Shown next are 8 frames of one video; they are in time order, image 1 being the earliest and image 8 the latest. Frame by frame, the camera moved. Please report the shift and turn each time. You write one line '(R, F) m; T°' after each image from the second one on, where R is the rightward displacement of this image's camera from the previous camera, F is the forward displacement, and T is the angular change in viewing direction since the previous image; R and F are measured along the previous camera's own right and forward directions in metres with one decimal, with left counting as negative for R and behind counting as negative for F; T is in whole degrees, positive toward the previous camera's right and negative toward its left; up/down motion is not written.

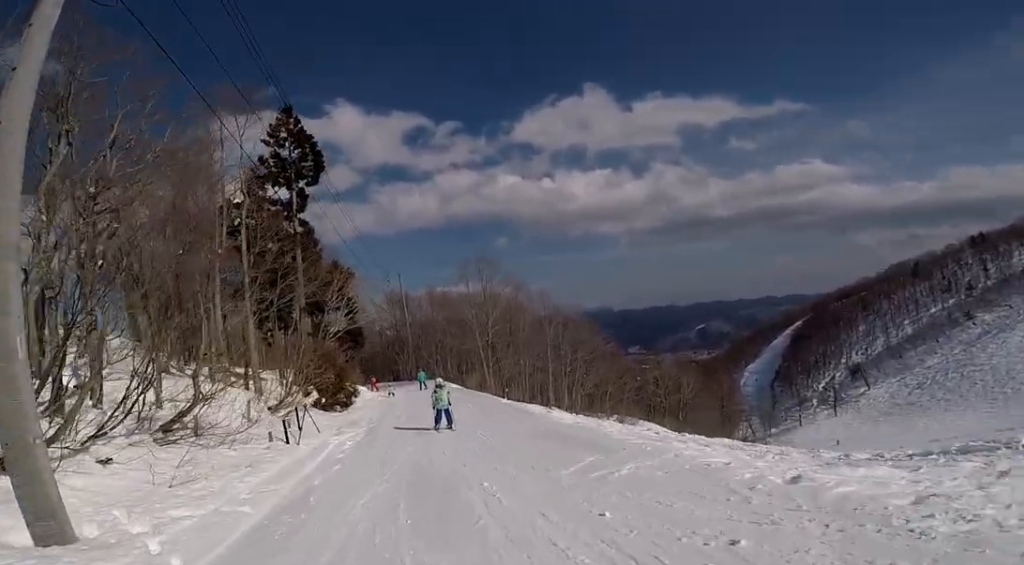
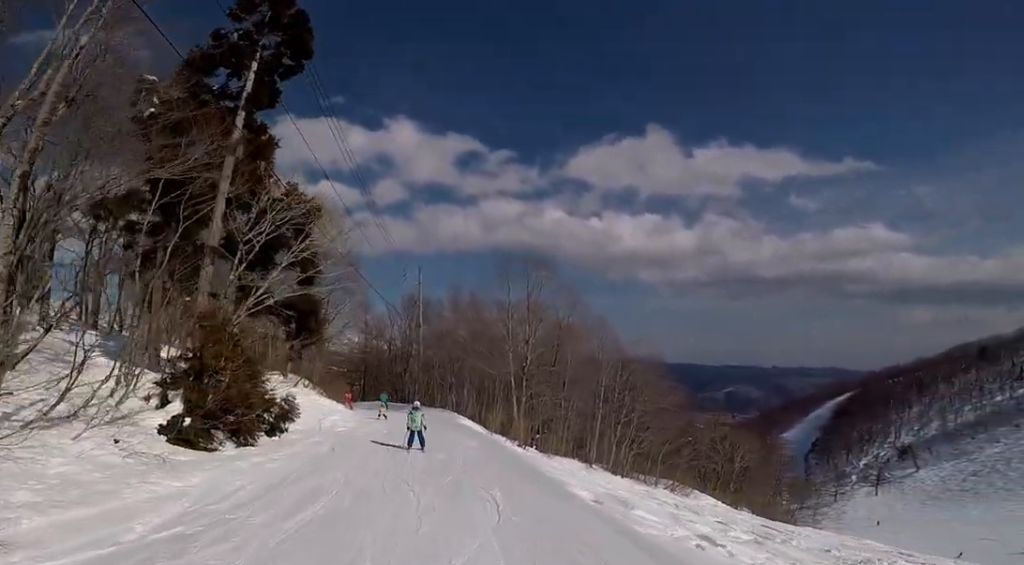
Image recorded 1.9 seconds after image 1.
(0.0, +10.7) m; 0°
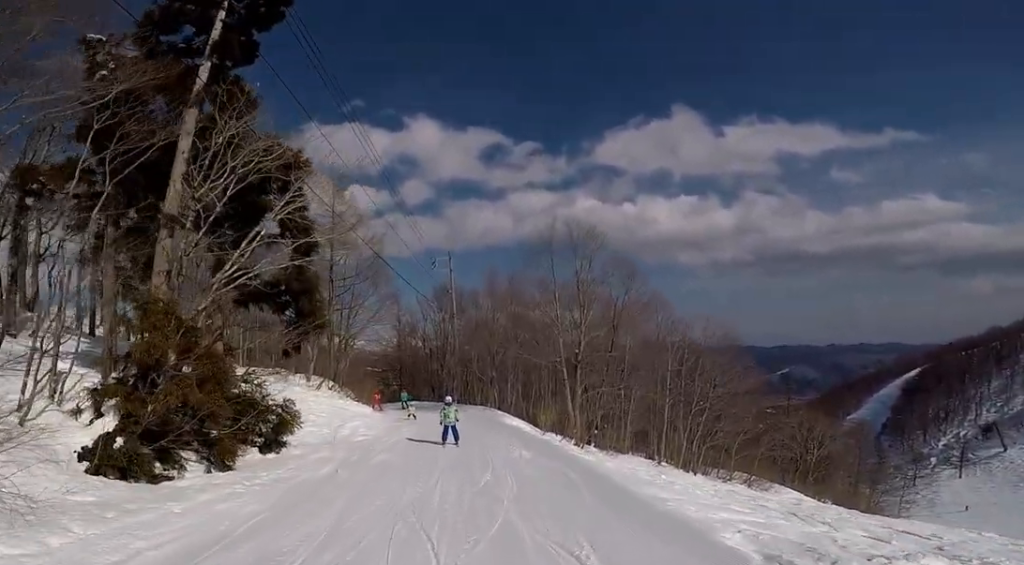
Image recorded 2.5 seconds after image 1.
(0.0, +3.3) m; 0°
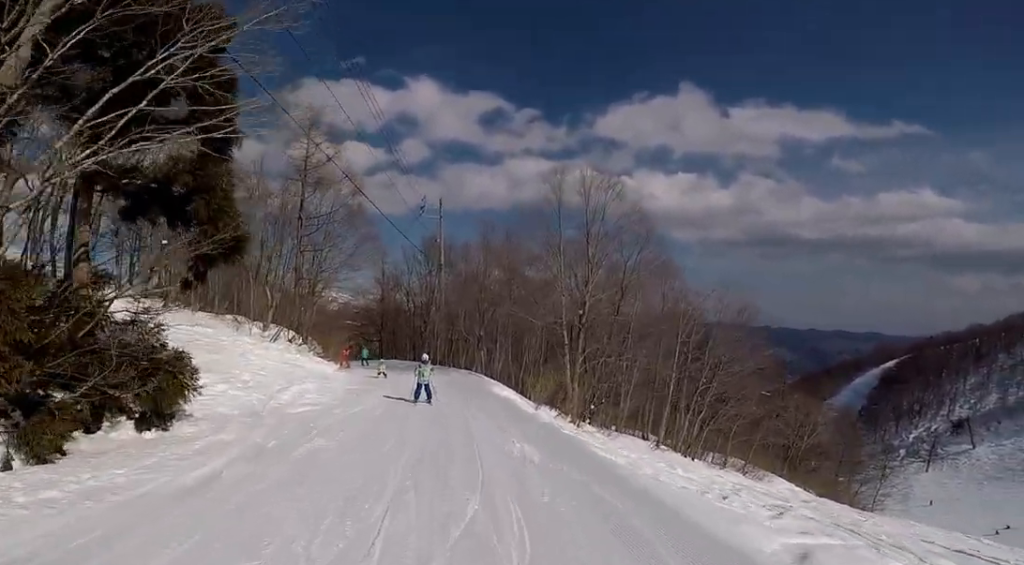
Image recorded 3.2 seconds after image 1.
(0.0, +3.5) m; -1°
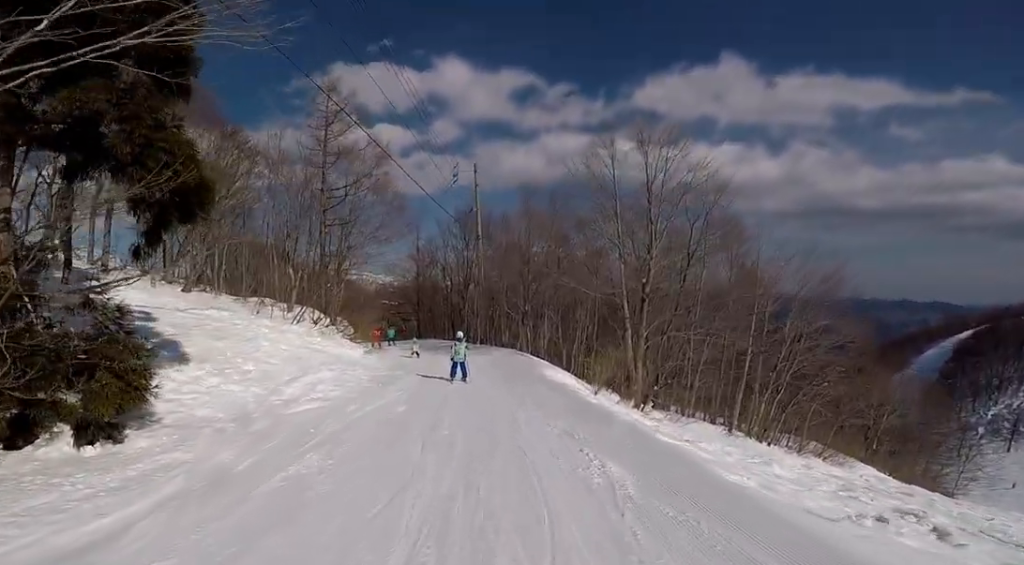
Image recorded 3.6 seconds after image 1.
(0.0, +2.1) m; -1°
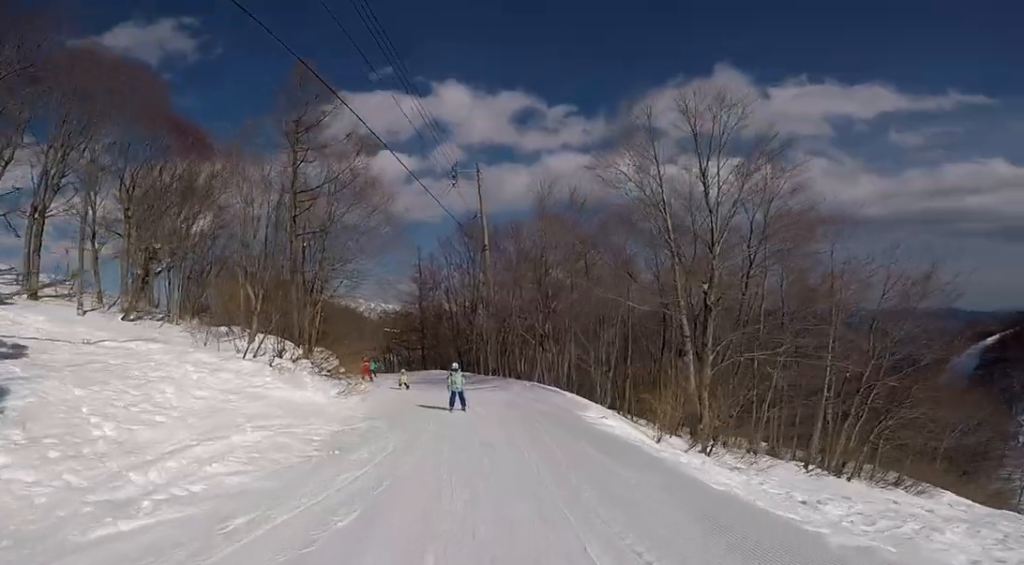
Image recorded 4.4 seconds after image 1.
(-0.1, +4.3) m; -12°
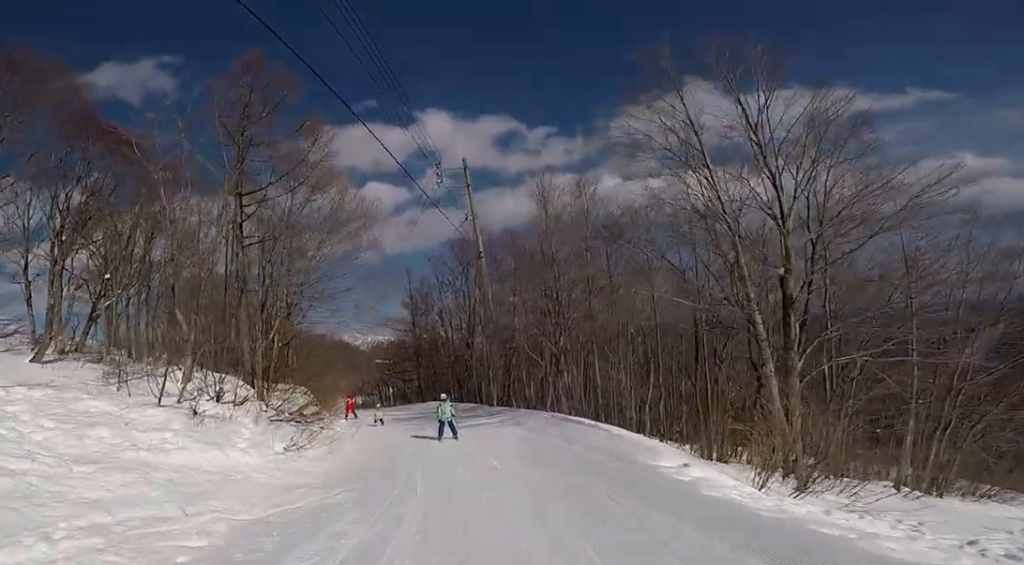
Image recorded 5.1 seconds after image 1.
(-0.7, +3.7) m; -3°
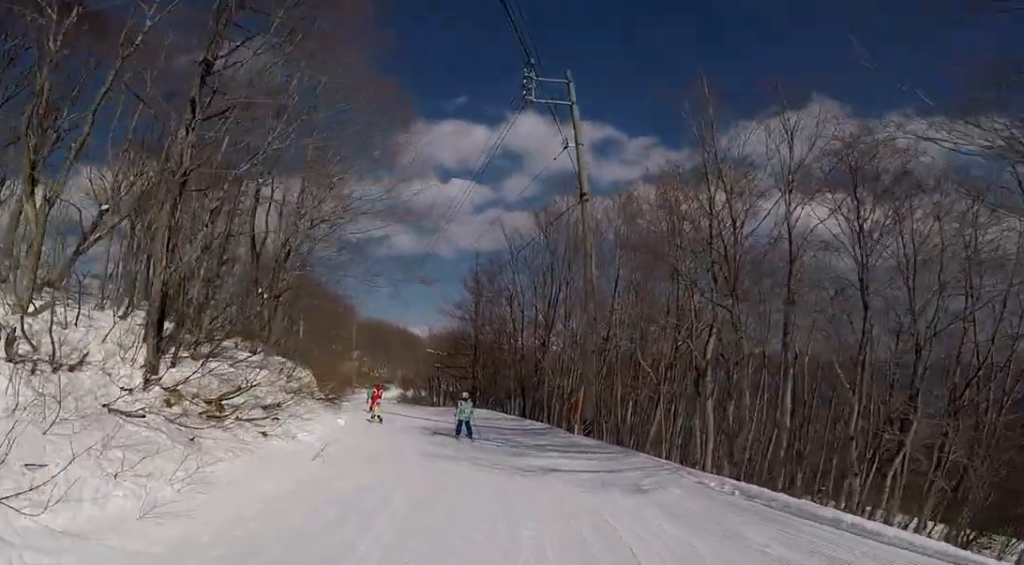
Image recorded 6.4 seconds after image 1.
(+0.4, +6.7) m; -5°
